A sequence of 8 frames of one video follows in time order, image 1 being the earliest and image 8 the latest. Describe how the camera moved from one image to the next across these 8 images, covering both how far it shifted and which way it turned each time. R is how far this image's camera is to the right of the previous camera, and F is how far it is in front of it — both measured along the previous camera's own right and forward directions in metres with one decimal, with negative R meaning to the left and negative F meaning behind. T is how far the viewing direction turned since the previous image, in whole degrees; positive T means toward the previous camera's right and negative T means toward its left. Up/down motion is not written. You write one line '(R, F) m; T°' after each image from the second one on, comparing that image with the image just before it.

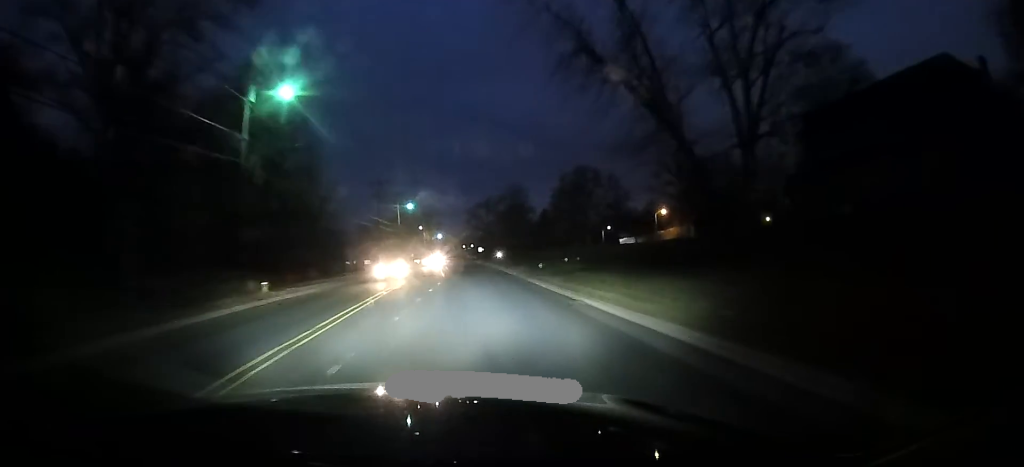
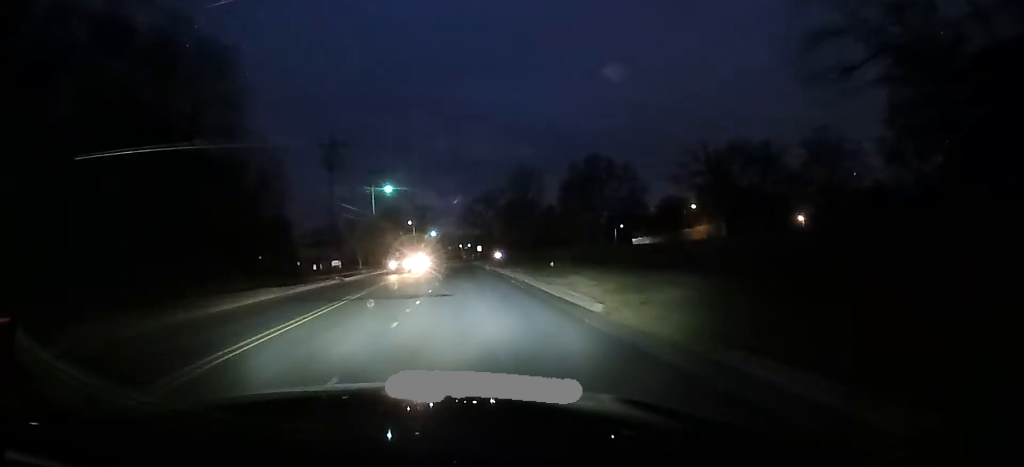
(-0.1, +18.9) m; -1°
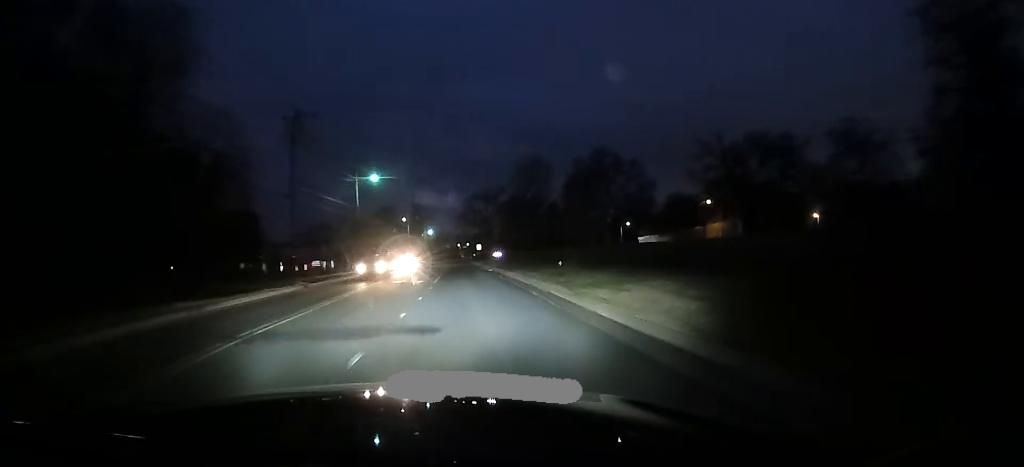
(0.0, +7.8) m; 0°
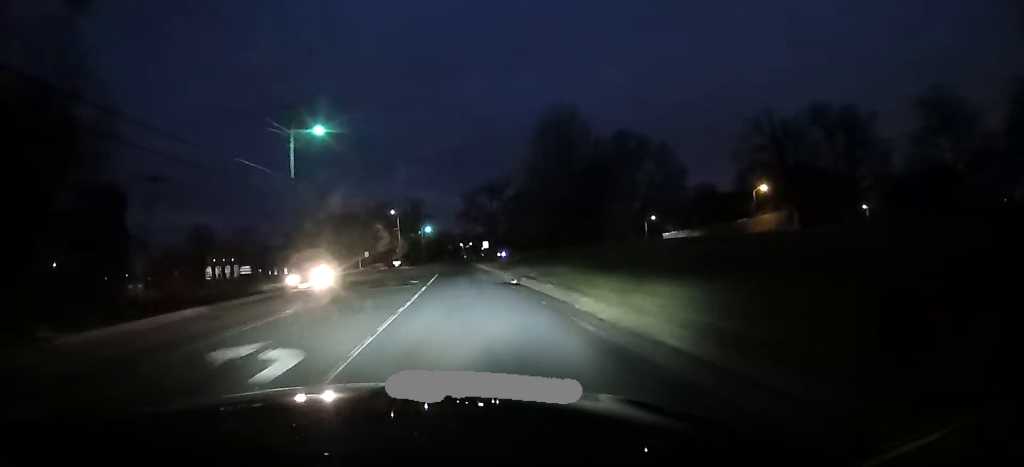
(+0.1, +19.5) m; +1°
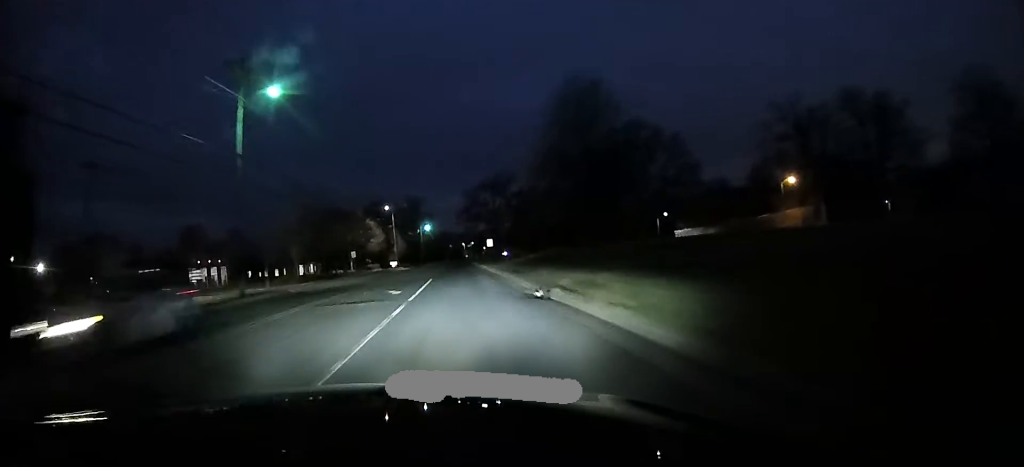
(+0.2, +7.8) m; 0°
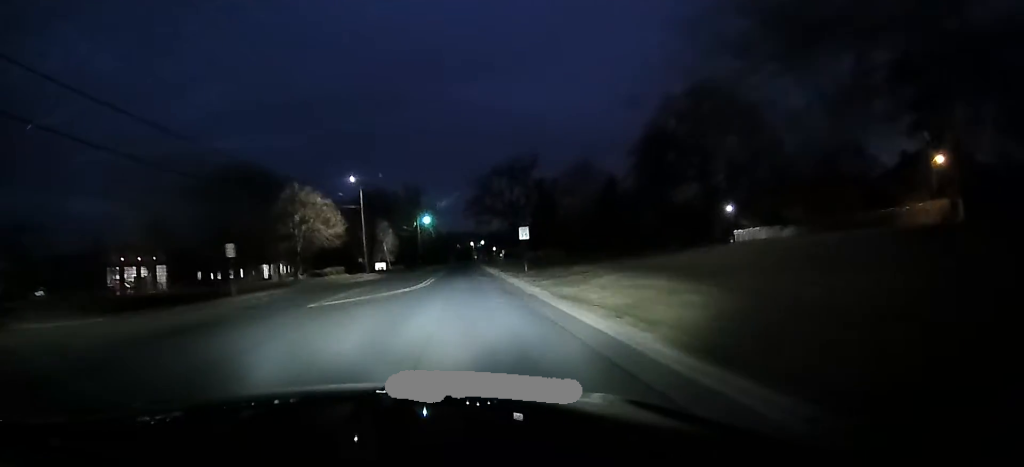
(-0.6, +29.4) m; -2°
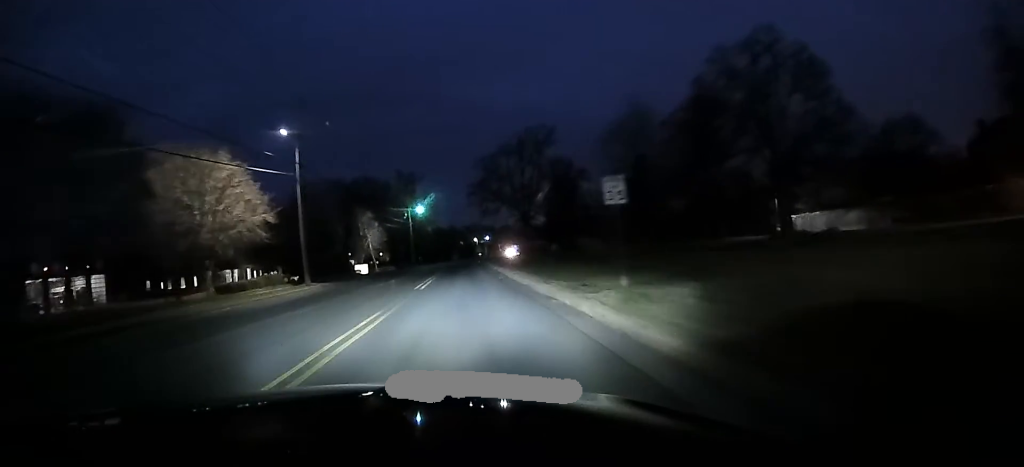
(-0.1, +19.9) m; 0°
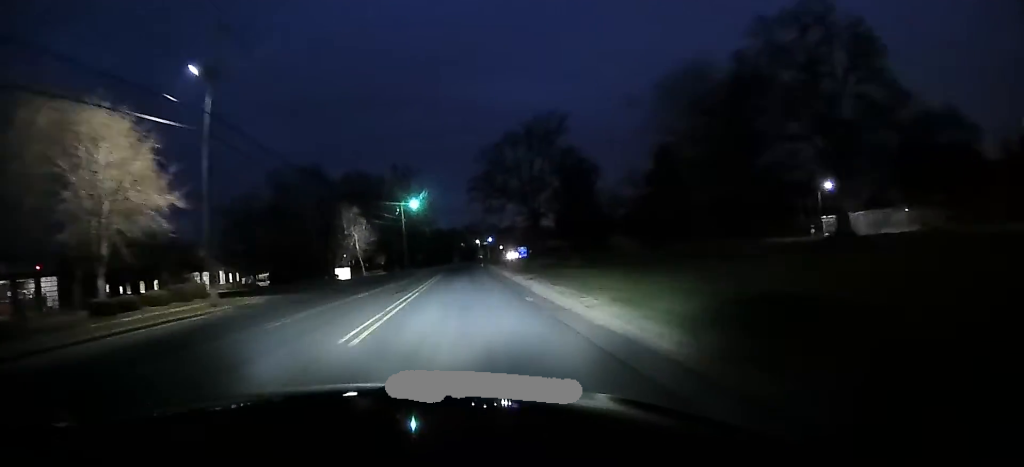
(+0.1, +12.0) m; +1°
